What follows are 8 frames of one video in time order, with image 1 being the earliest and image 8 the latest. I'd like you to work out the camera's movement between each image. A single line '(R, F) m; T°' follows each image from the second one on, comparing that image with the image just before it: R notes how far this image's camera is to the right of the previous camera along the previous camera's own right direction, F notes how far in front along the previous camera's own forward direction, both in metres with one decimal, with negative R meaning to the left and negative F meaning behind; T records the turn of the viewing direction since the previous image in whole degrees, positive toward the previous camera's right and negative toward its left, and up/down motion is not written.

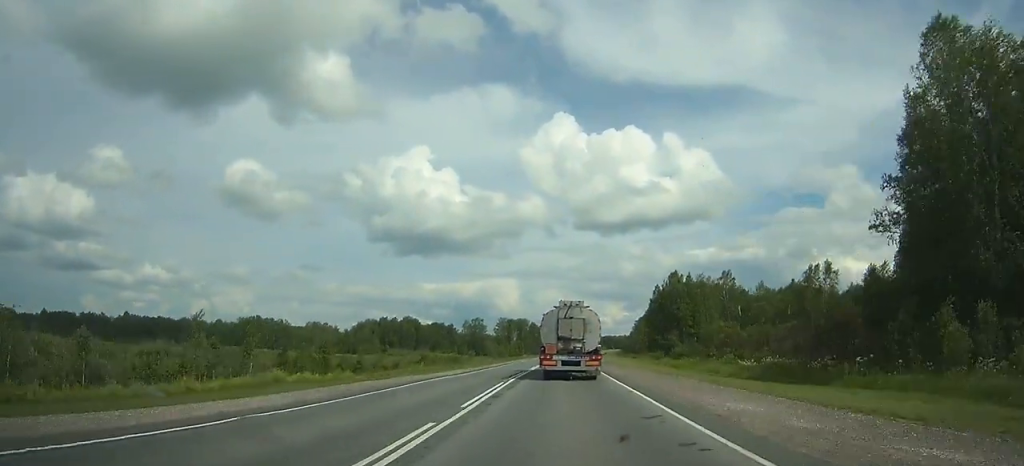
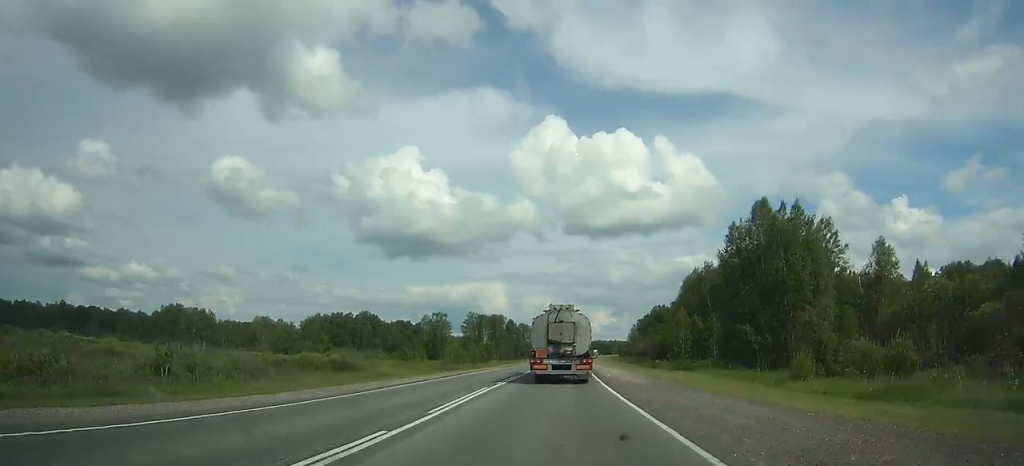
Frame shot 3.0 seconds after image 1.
(+0.4, +61.8) m; +1°
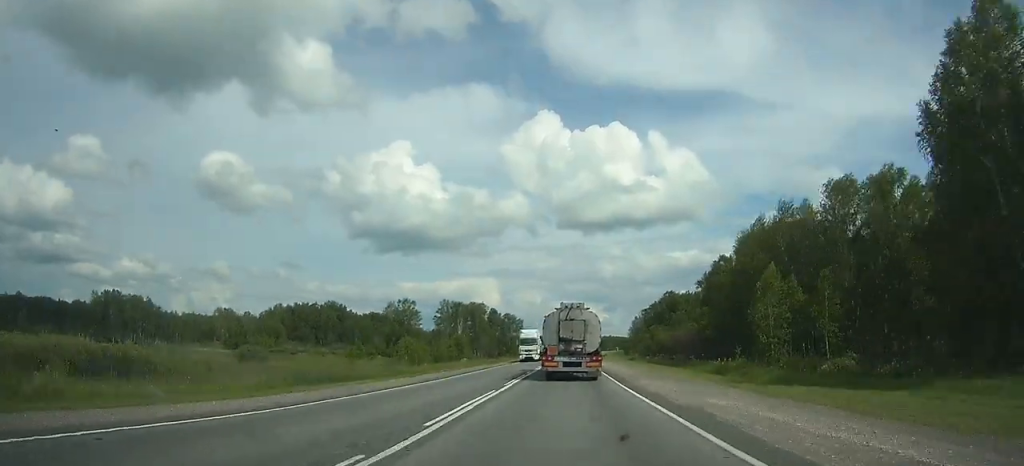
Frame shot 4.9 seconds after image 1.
(+0.6, +38.6) m; +1°
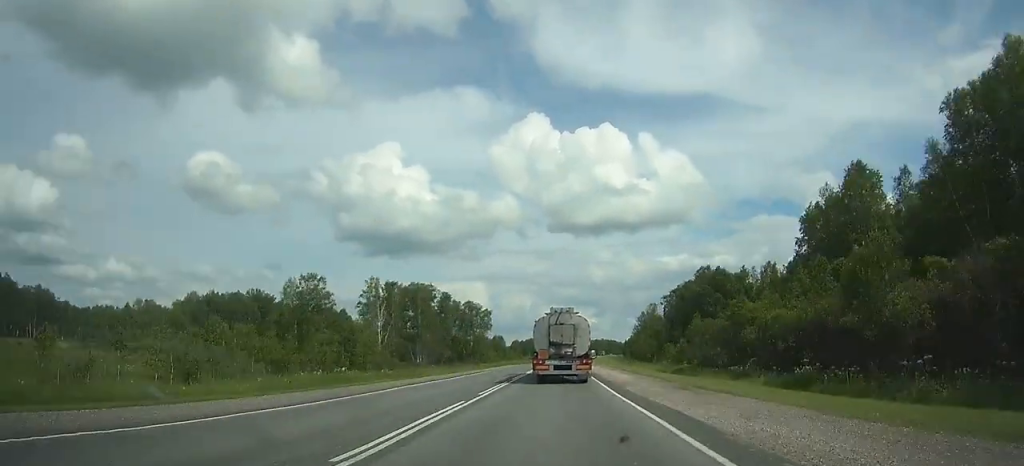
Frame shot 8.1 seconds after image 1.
(+0.4, +64.3) m; +1°
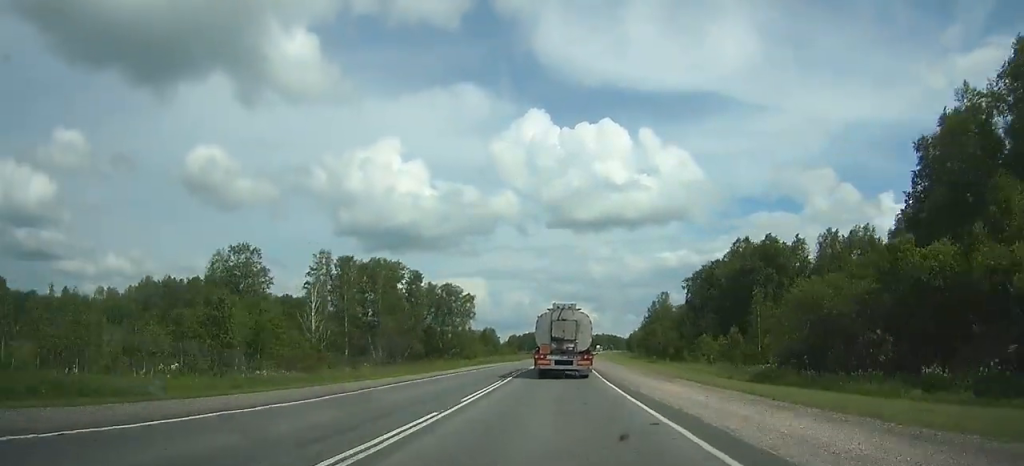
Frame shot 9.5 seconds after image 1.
(+0.1, +27.7) m; 0°
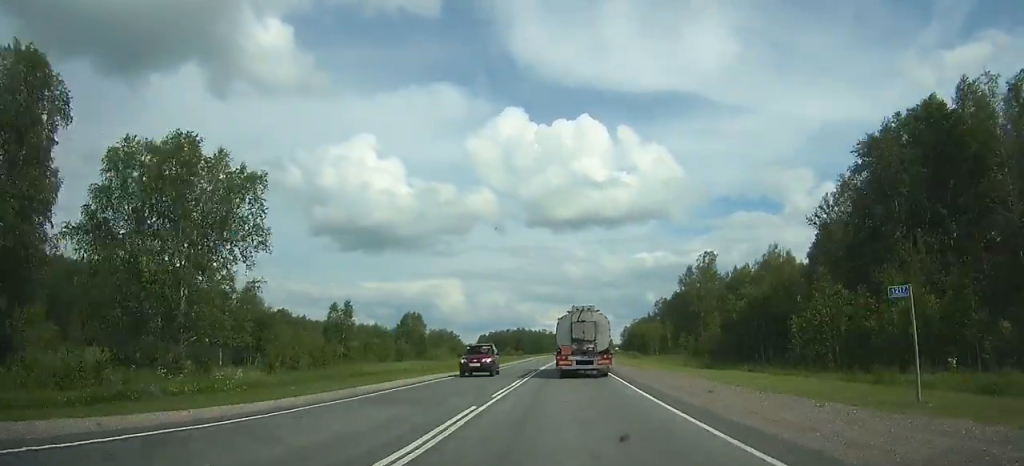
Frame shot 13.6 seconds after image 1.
(+1.4, +80.1) m; +2°
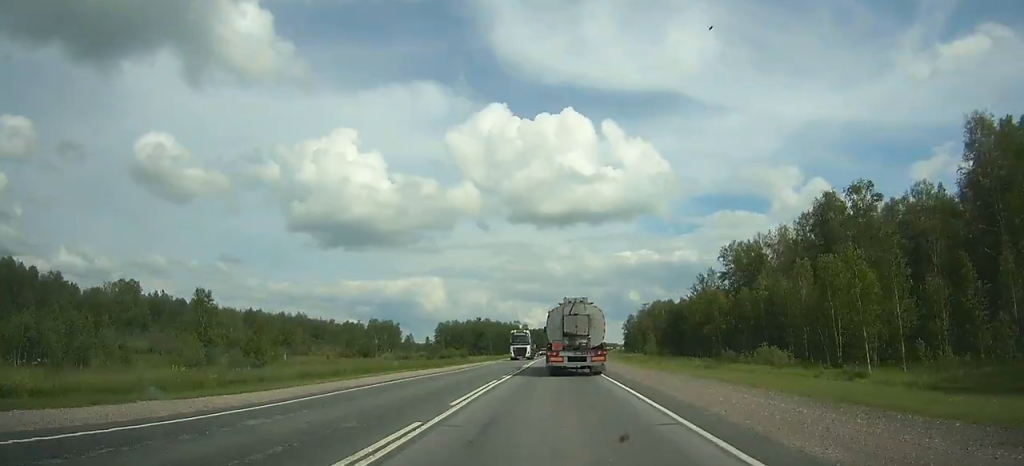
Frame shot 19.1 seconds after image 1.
(+2.3, +112.6) m; +2°
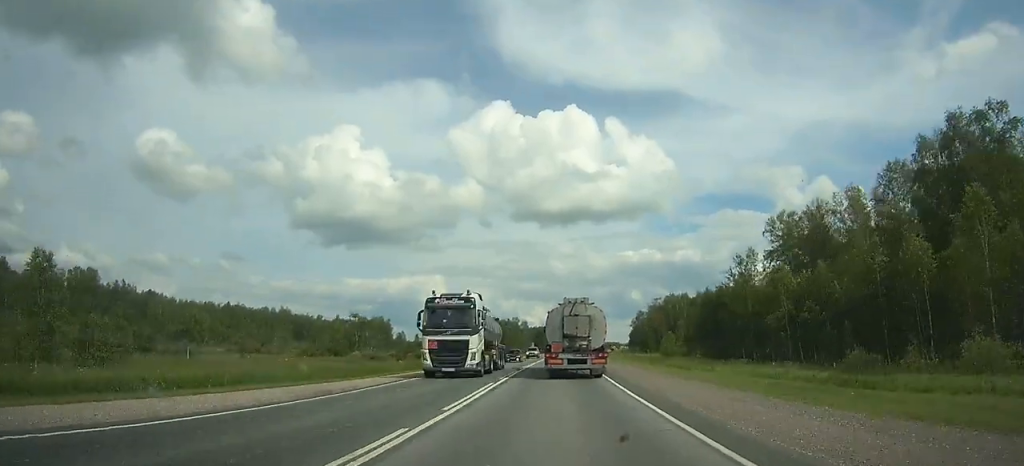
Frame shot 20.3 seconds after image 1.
(+0.1, +24.9) m; 0°
